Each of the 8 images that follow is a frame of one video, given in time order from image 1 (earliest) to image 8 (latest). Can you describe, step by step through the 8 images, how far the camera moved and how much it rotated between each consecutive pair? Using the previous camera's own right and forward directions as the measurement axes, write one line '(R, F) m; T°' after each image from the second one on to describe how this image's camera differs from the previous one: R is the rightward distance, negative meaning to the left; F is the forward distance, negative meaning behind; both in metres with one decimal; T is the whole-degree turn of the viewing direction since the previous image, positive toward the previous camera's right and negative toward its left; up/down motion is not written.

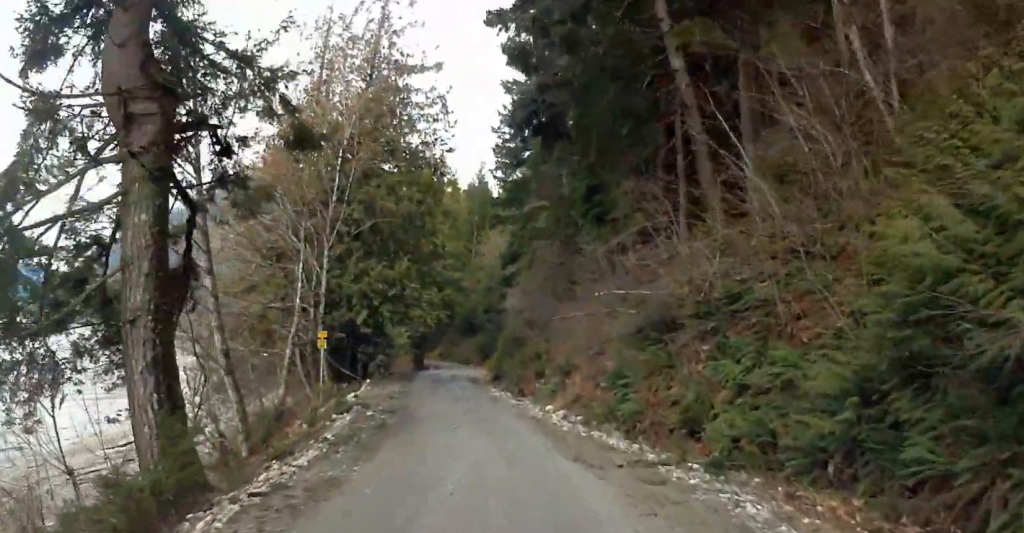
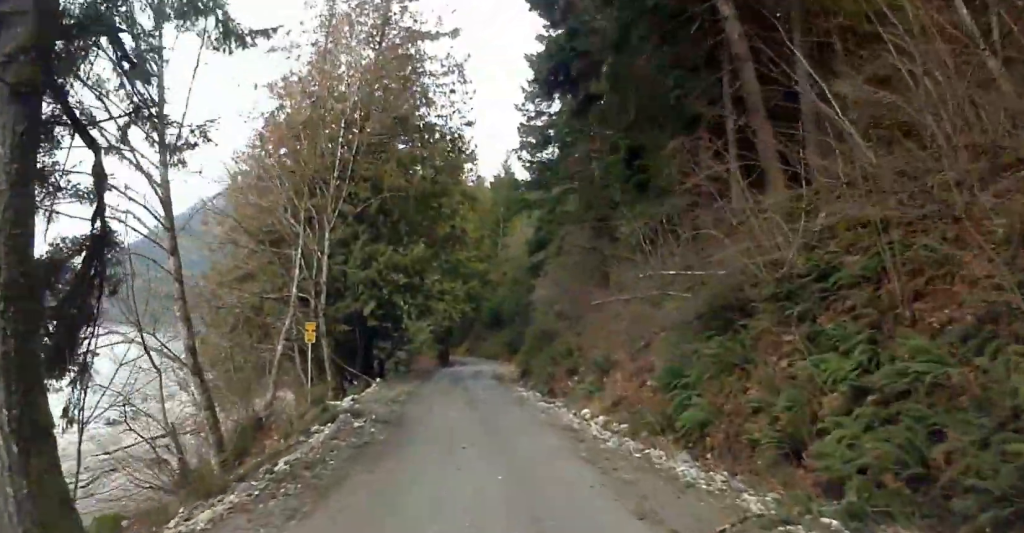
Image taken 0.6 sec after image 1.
(+0.2, +5.2) m; 0°
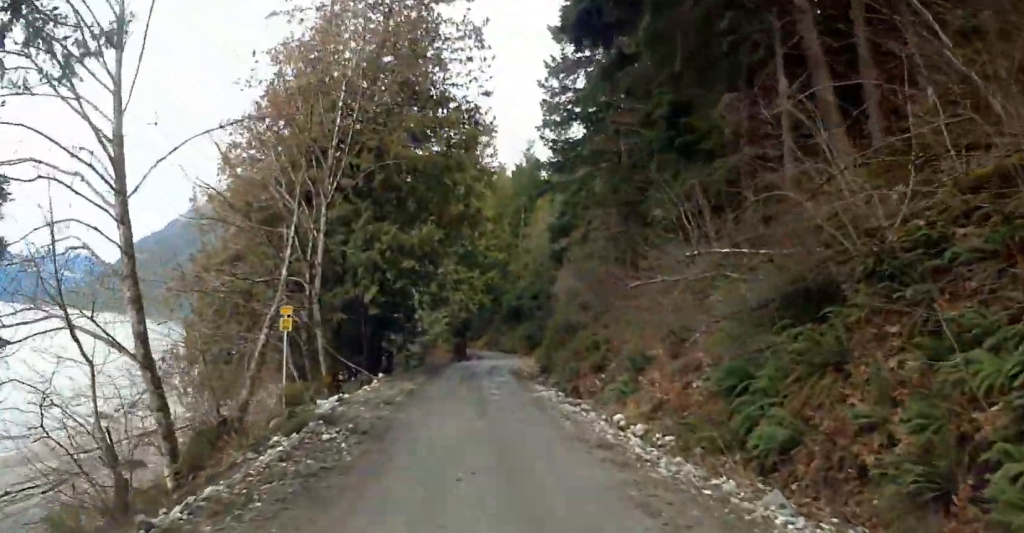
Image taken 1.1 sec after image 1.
(+0.1, +4.5) m; 0°
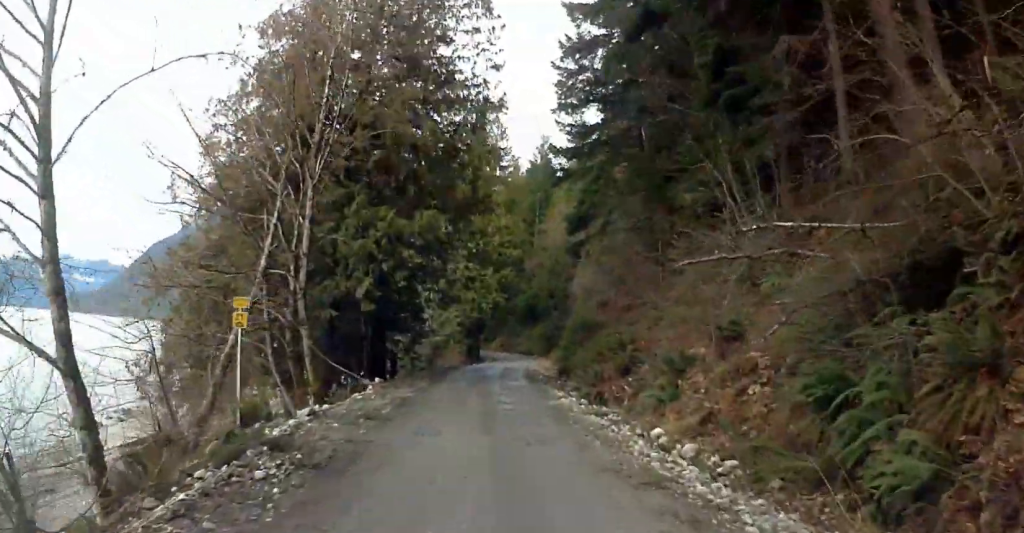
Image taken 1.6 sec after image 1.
(-0.2, +4.3) m; 0°
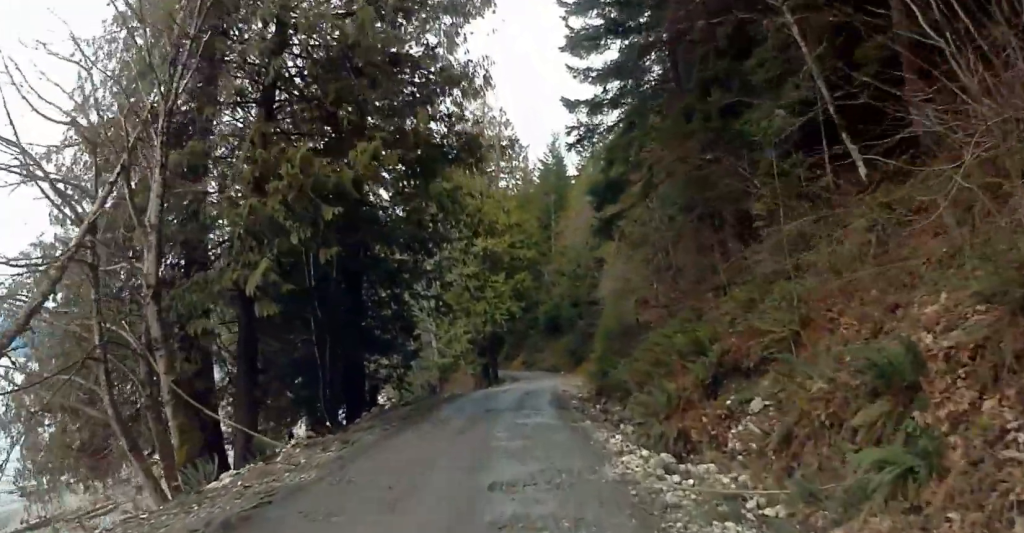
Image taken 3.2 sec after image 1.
(+0.2, +13.2) m; +1°
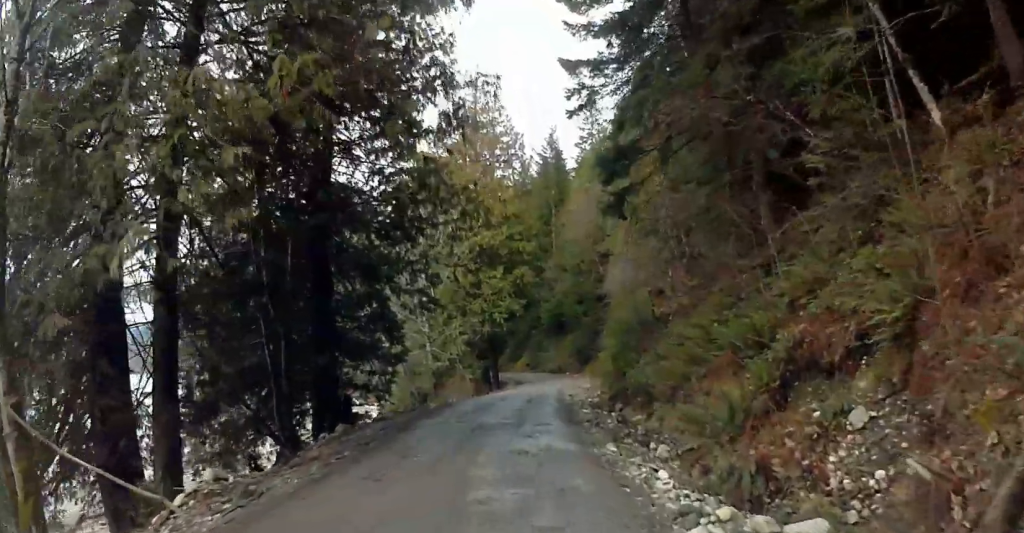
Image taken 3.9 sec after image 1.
(0.0, +5.7) m; -1°
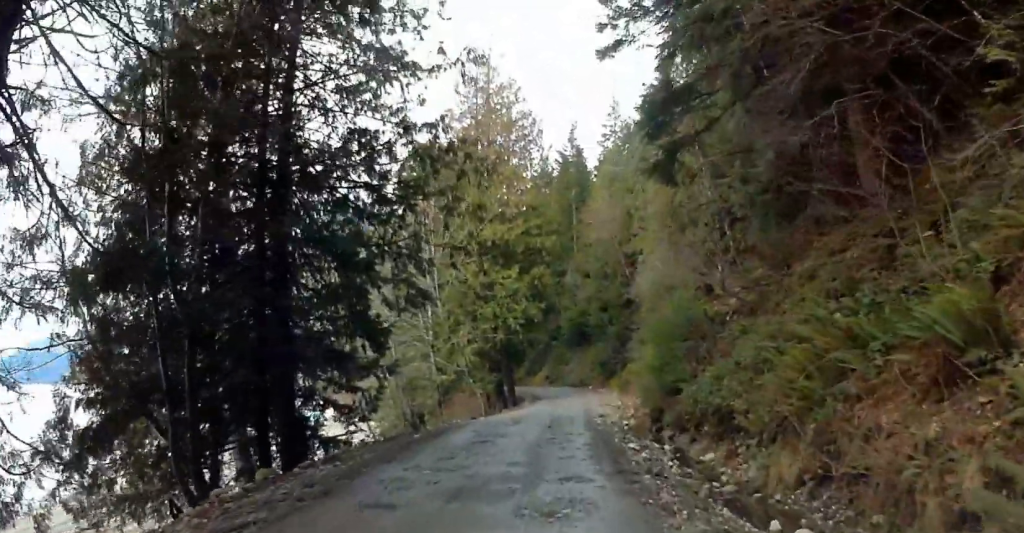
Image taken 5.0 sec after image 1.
(-0.1, +8.3) m; -1°
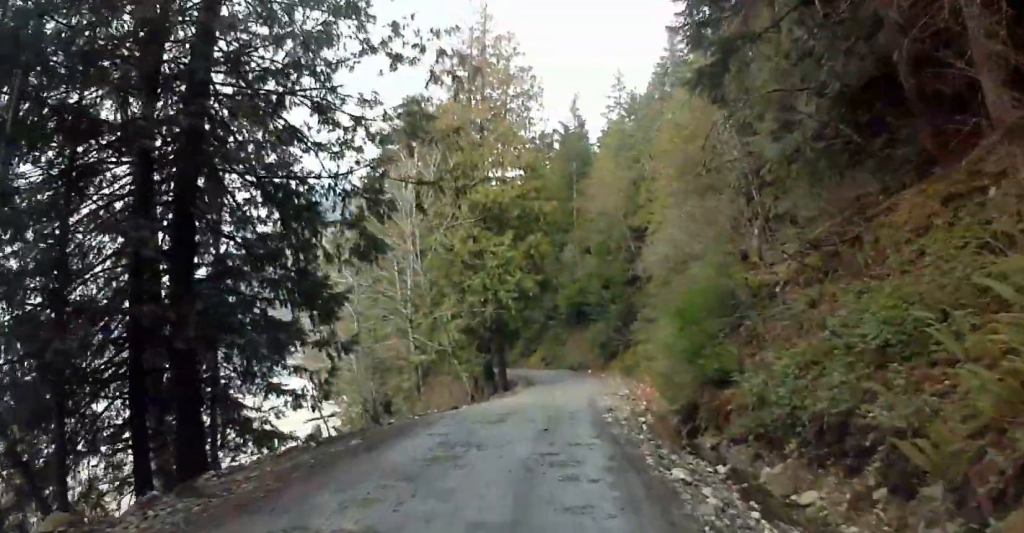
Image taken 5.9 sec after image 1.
(0.0, +6.6) m; +2°
